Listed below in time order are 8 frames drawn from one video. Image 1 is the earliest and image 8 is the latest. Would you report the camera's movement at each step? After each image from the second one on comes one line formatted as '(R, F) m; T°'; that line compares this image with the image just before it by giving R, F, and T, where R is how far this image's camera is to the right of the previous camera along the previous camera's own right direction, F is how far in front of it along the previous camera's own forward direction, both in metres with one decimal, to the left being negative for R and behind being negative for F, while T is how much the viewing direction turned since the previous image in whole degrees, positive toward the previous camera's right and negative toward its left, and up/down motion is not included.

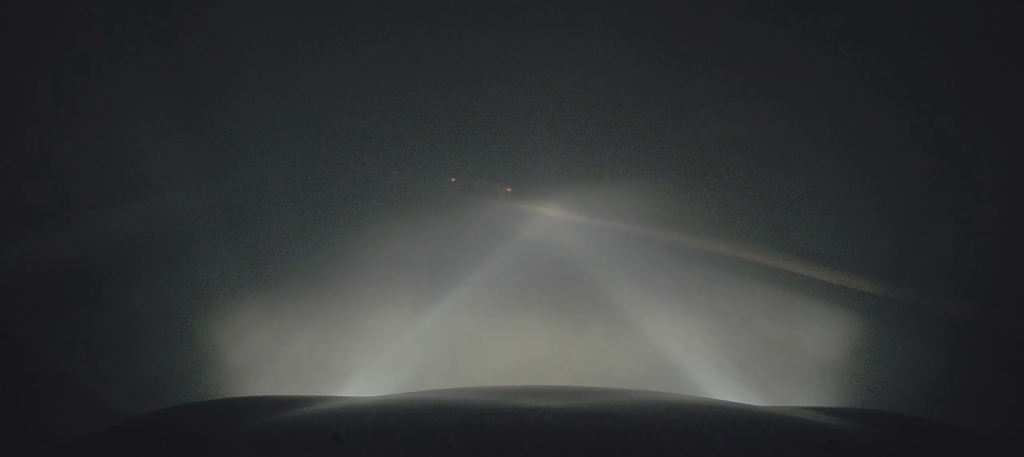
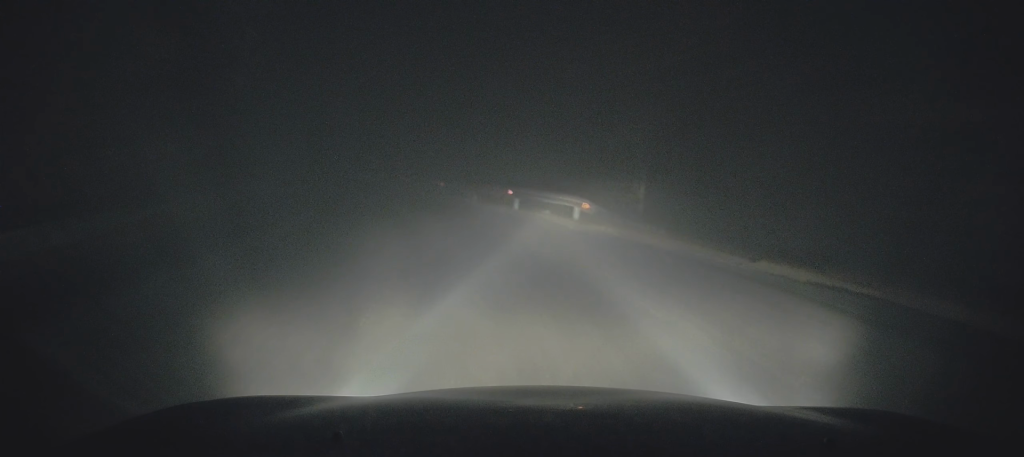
(+0.2, +6.0) m; -7°
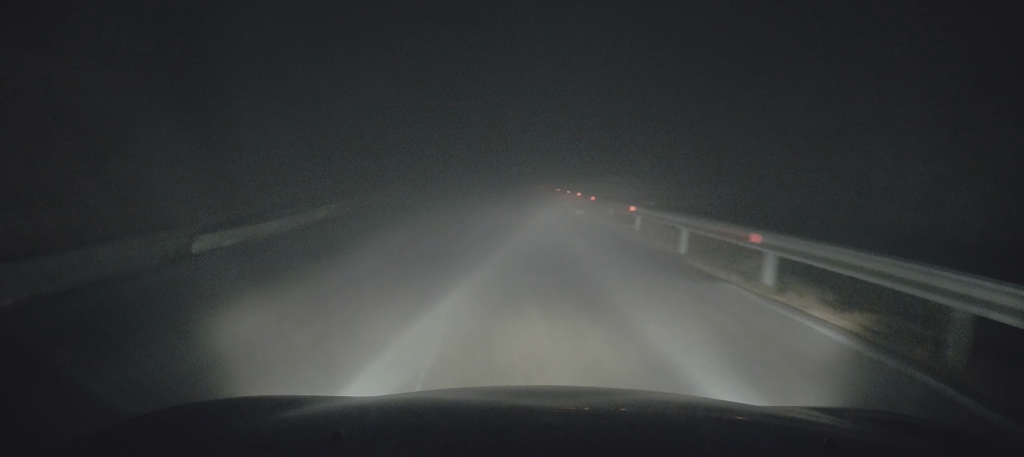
(-4.6, +18.7) m; -21°
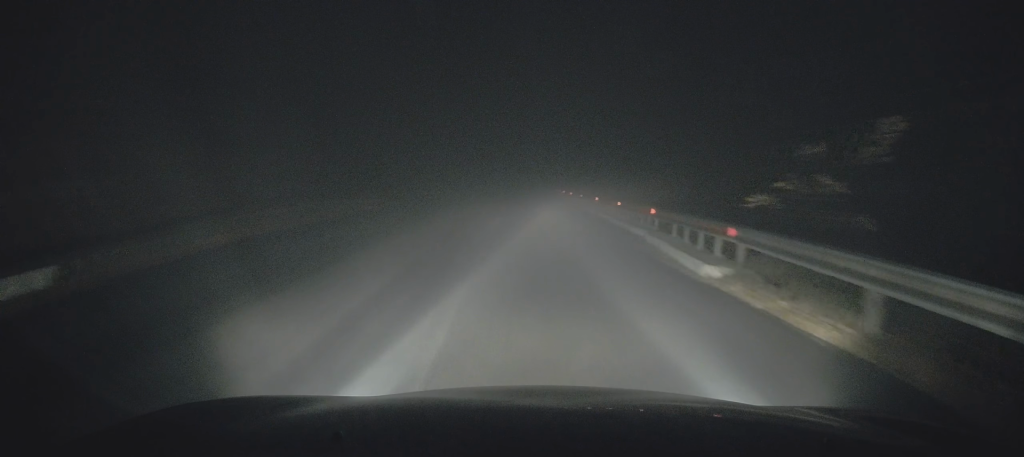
(-1.0, +15.4) m; -3°
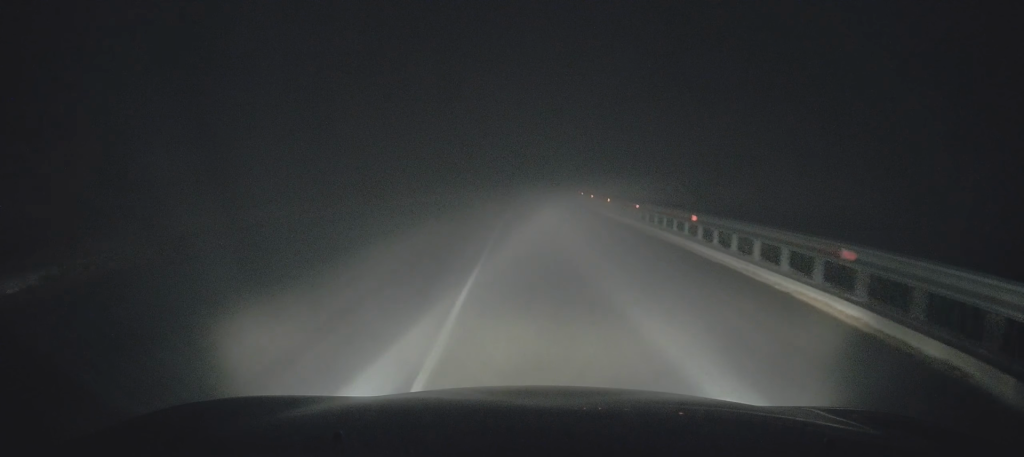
(+0.7, +18.8) m; +3°
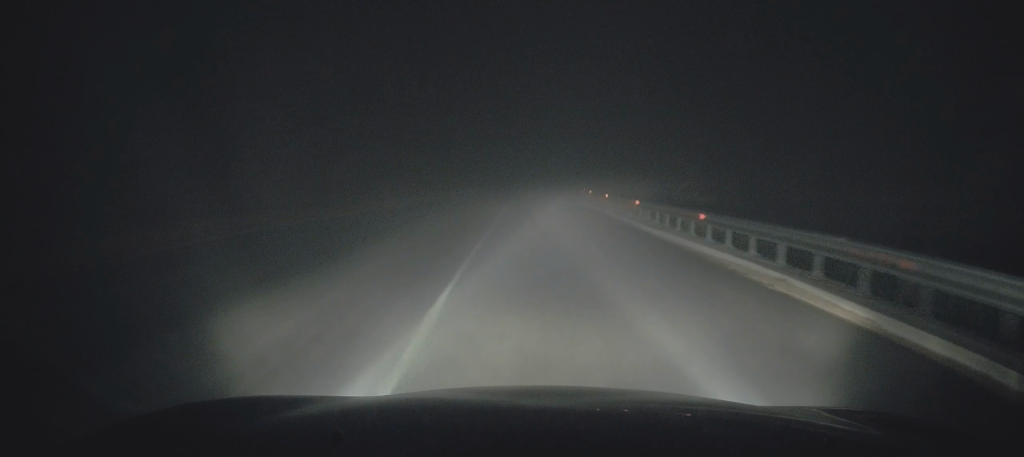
(+0.1, +9.7) m; +1°
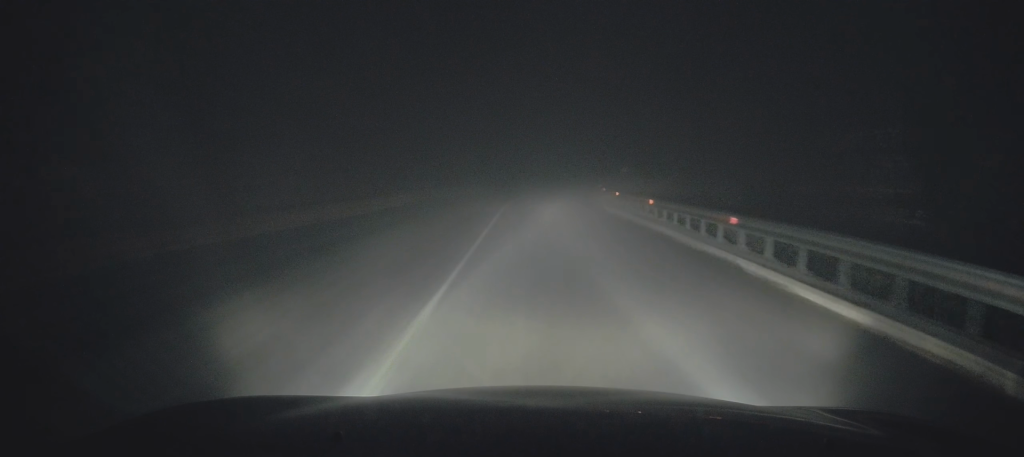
(+0.1, +10.4) m; 0°
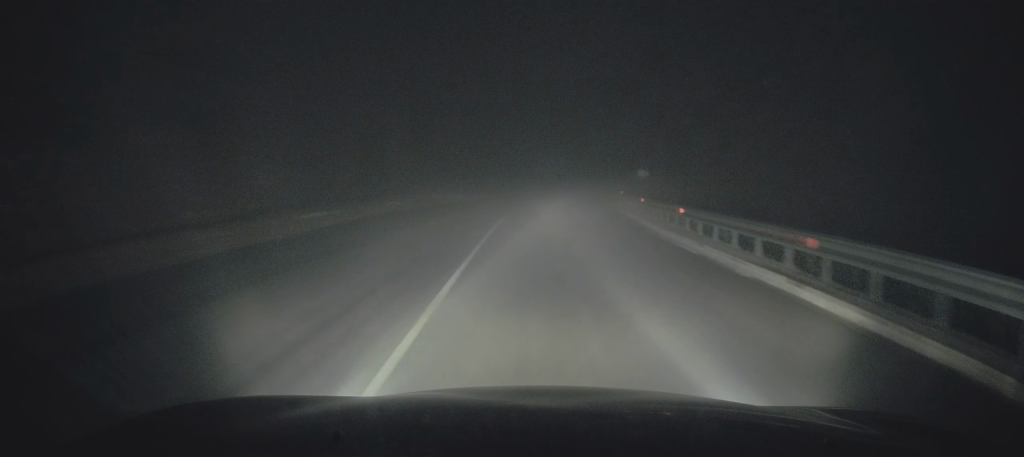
(-0.3, +11.6) m; -1°
